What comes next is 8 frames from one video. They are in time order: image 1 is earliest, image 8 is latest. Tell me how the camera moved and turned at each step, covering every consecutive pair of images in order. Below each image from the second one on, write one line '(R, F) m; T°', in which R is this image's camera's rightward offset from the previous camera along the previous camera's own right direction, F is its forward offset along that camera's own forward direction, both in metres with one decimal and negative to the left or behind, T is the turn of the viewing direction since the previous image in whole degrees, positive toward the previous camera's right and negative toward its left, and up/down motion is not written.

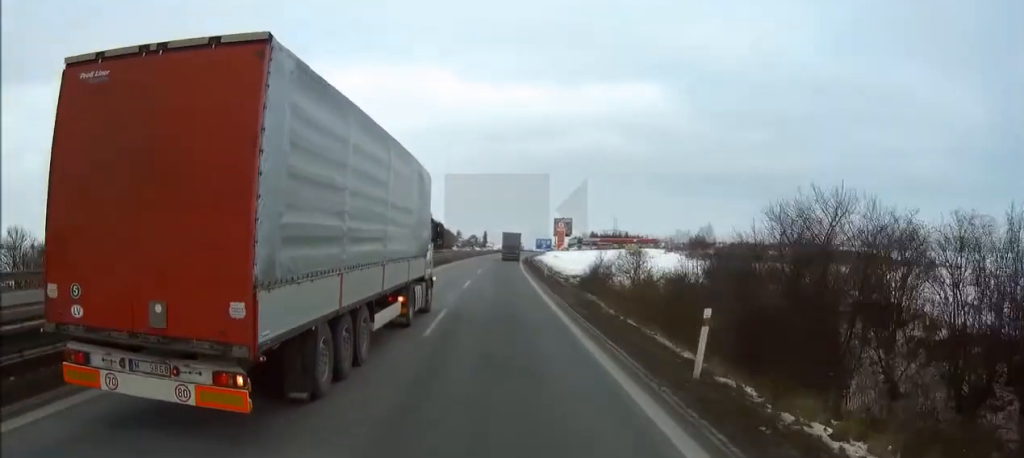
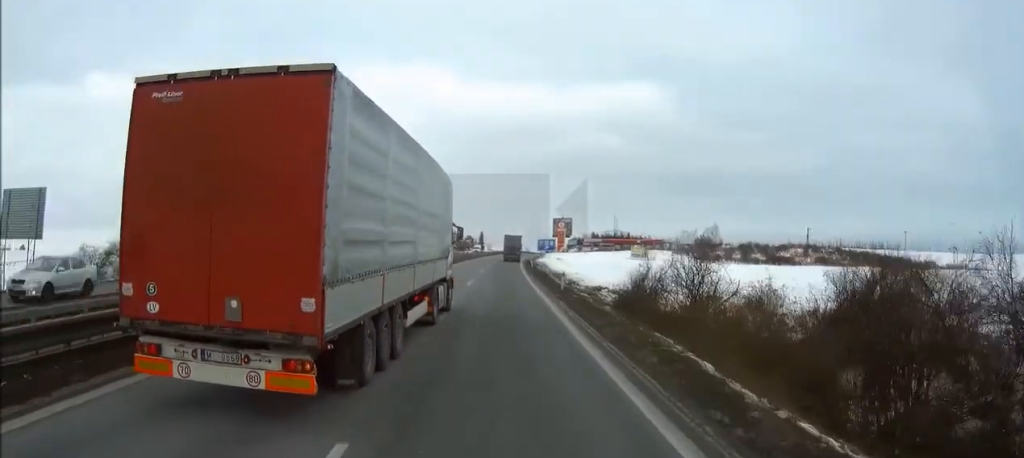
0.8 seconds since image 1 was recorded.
(+0.1, +14.2) m; +1°
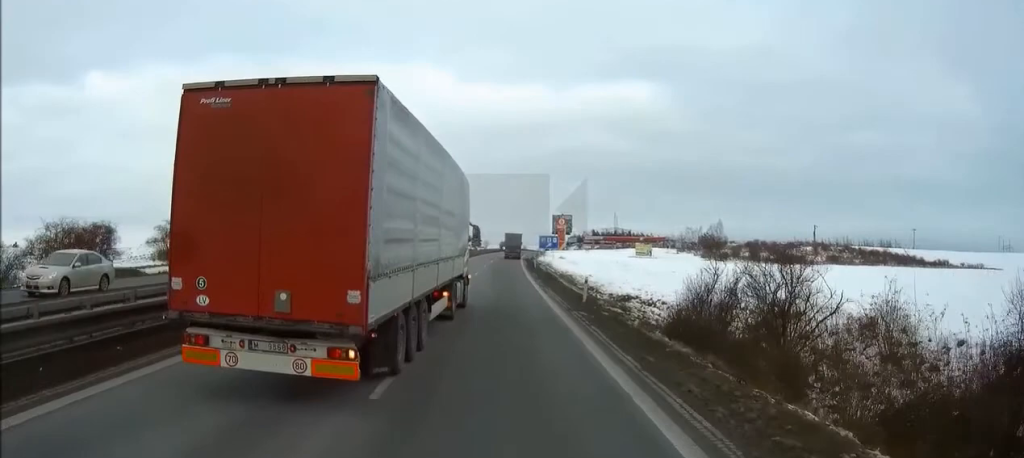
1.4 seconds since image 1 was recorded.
(0.0, +9.3) m; 0°
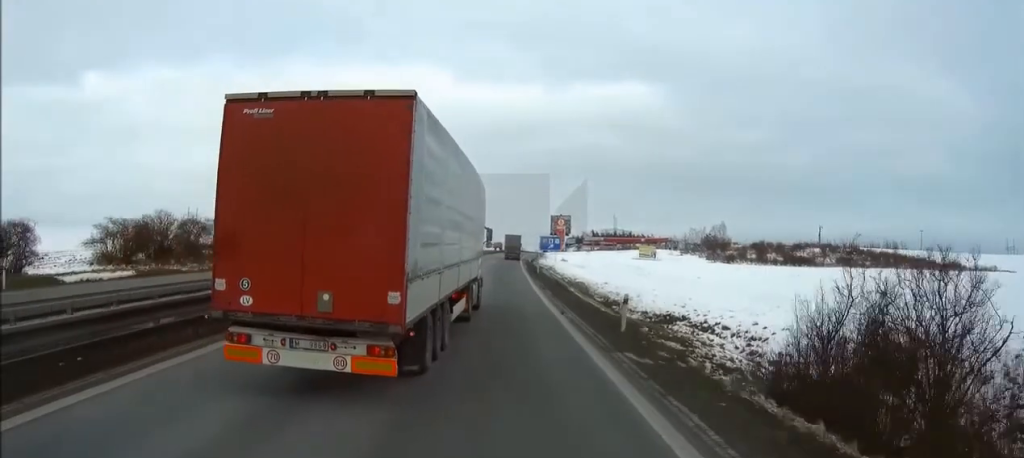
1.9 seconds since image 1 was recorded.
(0.0, +8.0) m; 0°
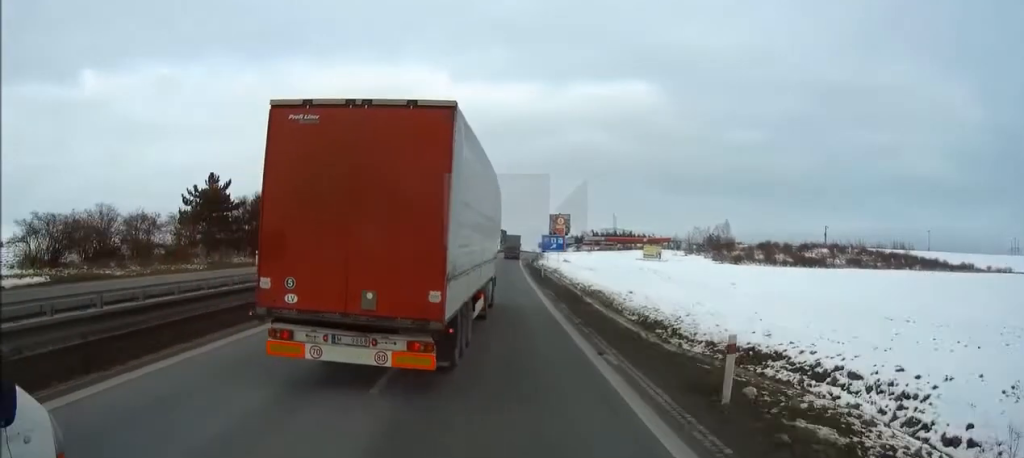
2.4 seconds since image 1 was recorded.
(-0.1, +8.7) m; 0°
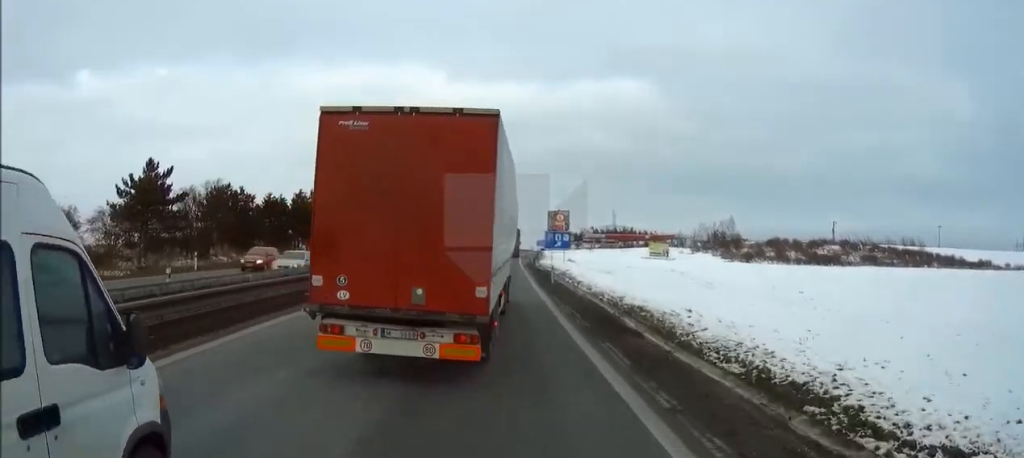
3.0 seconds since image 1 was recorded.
(0.0, +10.8) m; 0°
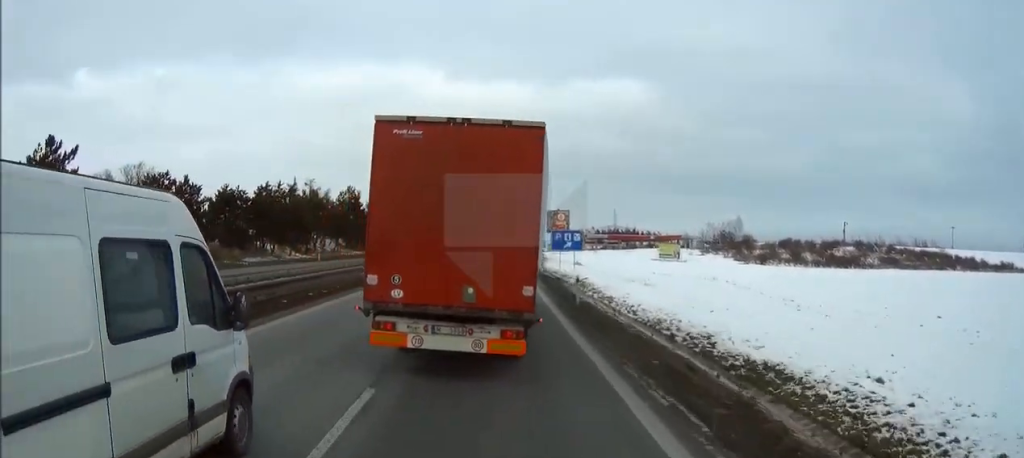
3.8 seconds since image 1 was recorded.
(0.0, +12.2) m; 0°
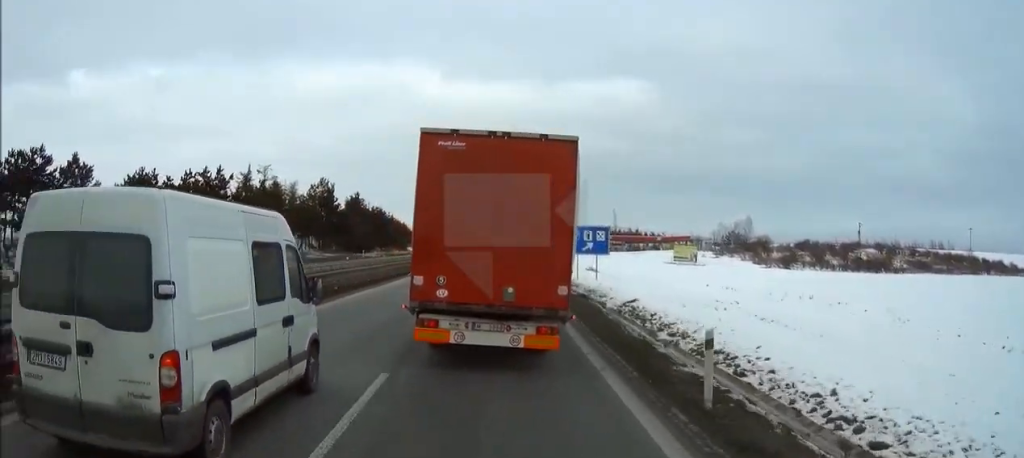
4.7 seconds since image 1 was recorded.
(+0.2, +16.3) m; +1°
